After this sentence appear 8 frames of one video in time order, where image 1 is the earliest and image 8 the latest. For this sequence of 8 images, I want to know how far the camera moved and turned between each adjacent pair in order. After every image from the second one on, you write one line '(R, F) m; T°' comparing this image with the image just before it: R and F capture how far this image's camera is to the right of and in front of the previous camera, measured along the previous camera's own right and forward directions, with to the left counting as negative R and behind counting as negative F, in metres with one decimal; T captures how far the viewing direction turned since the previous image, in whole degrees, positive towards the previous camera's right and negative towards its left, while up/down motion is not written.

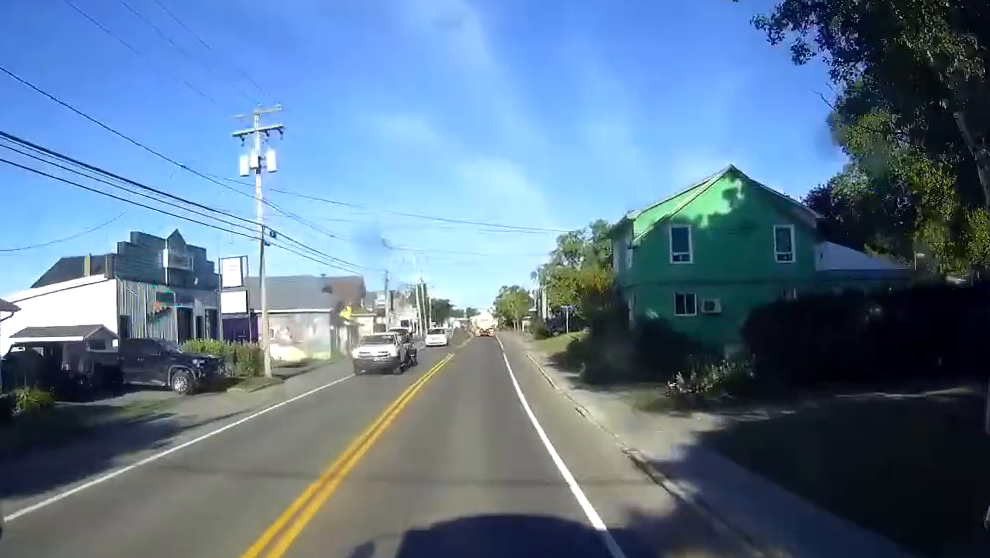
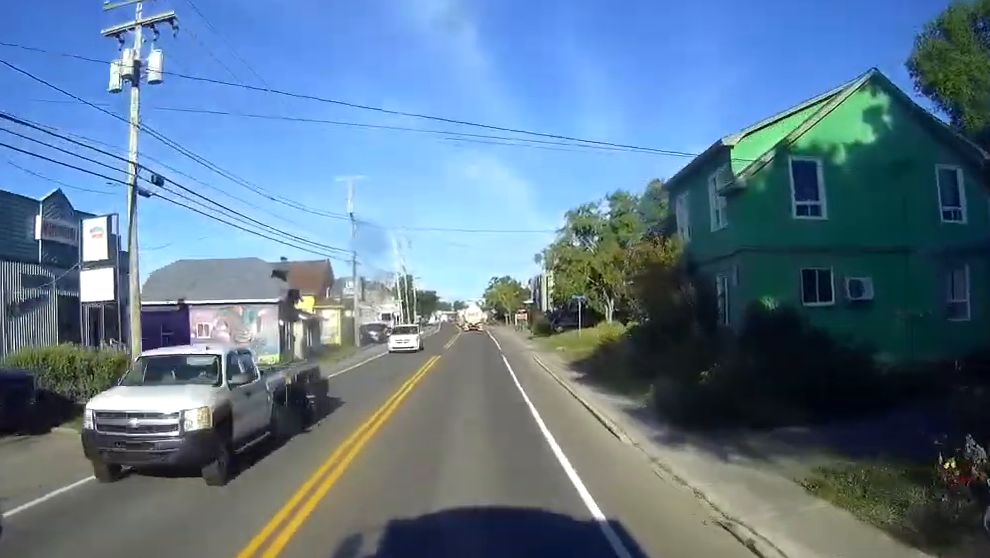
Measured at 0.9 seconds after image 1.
(+0.2, +13.9) m; +1°
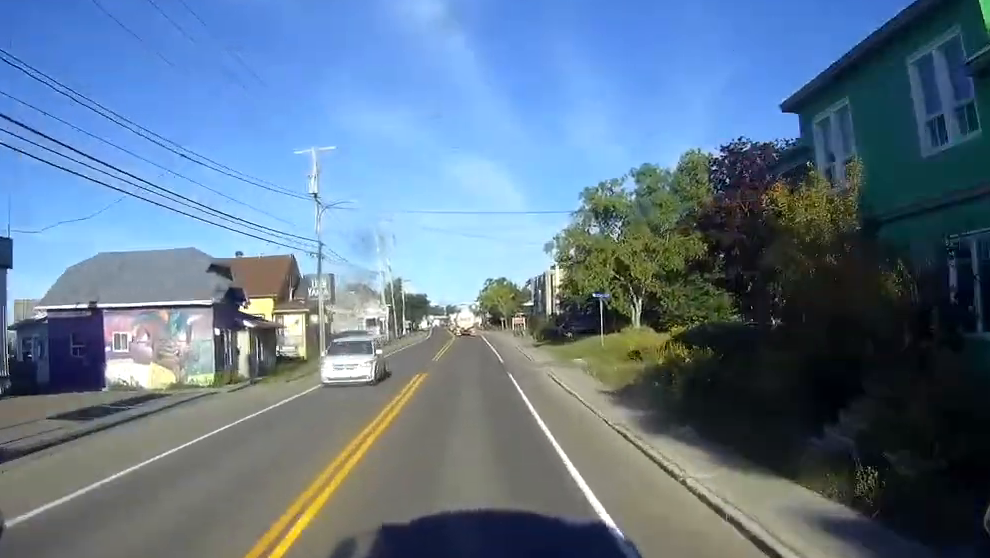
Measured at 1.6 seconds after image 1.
(+0.1, +11.6) m; 0°
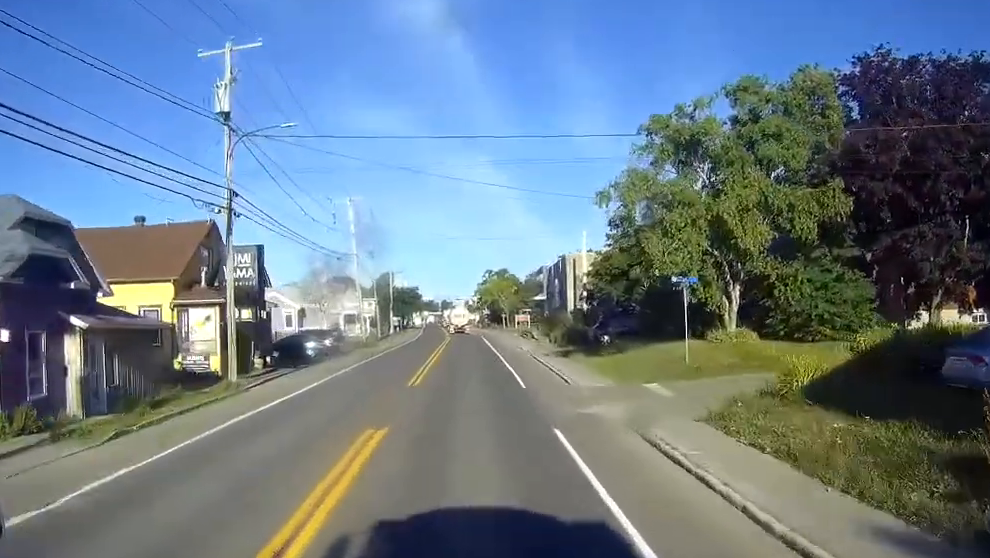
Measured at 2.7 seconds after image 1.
(-0.1, +17.9) m; 0°
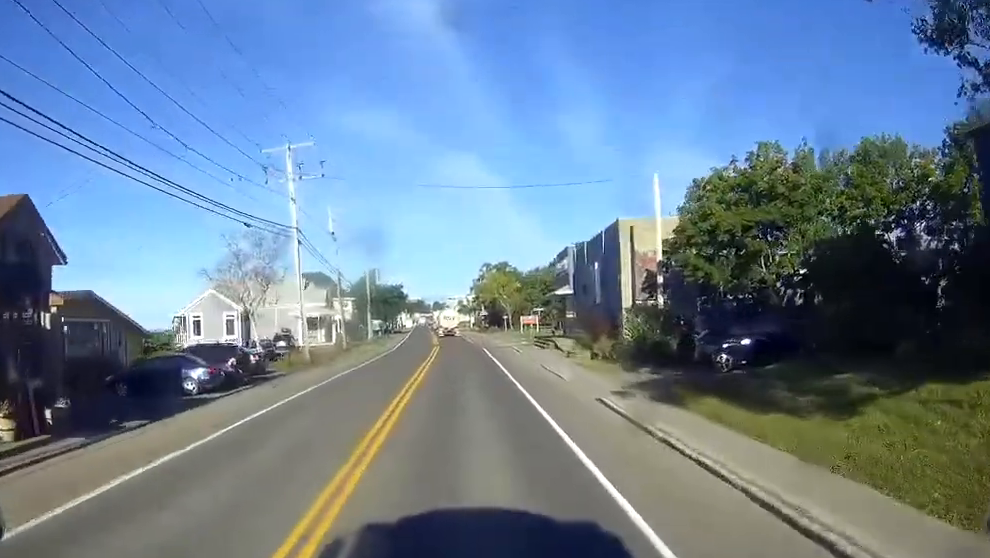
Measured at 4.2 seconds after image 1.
(+0.1, +22.6) m; 0°
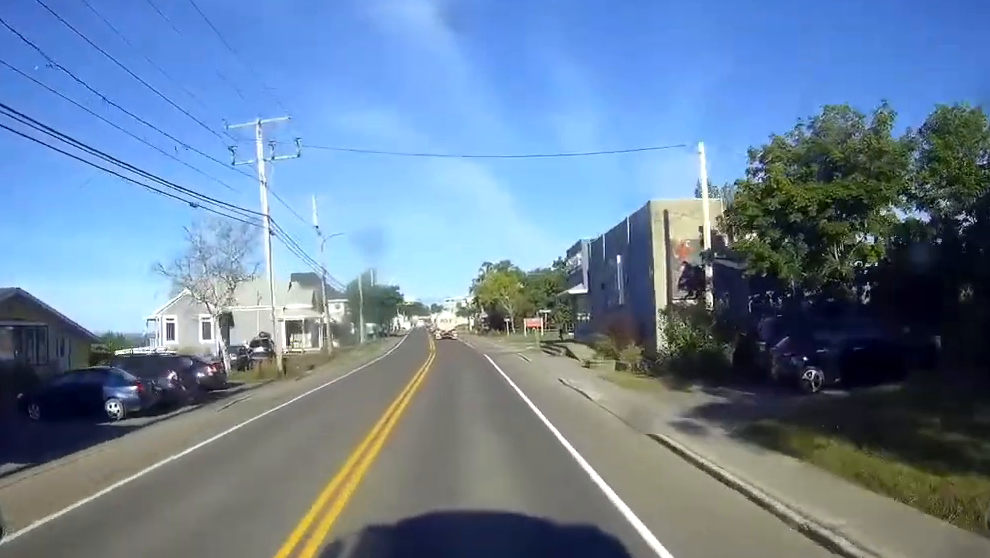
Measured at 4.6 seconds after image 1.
(-0.1, +6.8) m; 0°
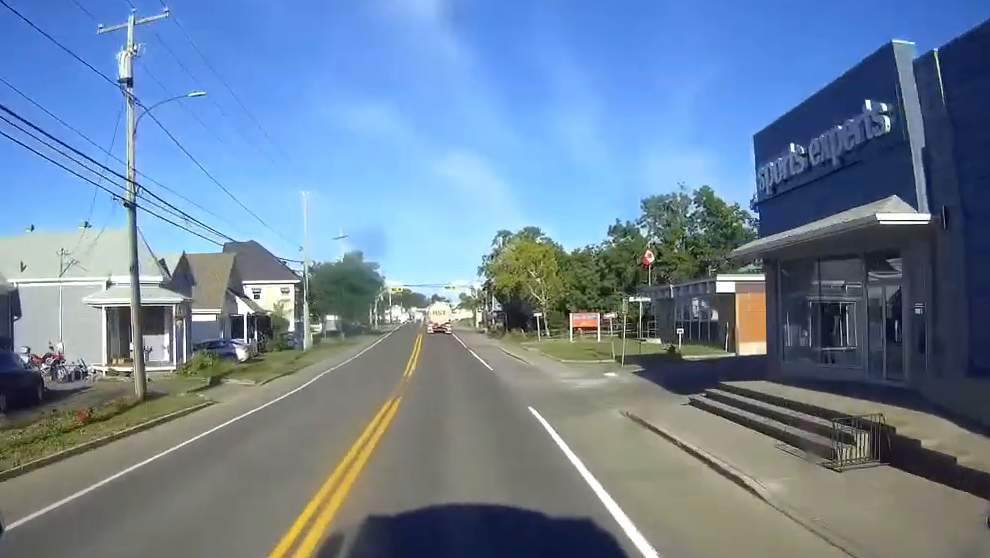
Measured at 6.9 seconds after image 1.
(+0.3, +37.0) m; +1°
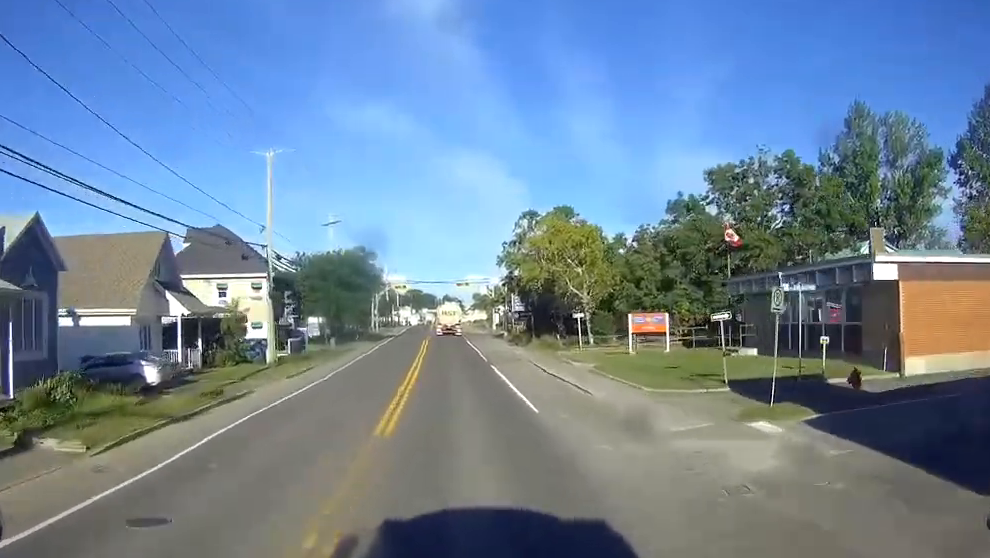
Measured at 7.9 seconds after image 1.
(0.0, +15.8) m; 0°
